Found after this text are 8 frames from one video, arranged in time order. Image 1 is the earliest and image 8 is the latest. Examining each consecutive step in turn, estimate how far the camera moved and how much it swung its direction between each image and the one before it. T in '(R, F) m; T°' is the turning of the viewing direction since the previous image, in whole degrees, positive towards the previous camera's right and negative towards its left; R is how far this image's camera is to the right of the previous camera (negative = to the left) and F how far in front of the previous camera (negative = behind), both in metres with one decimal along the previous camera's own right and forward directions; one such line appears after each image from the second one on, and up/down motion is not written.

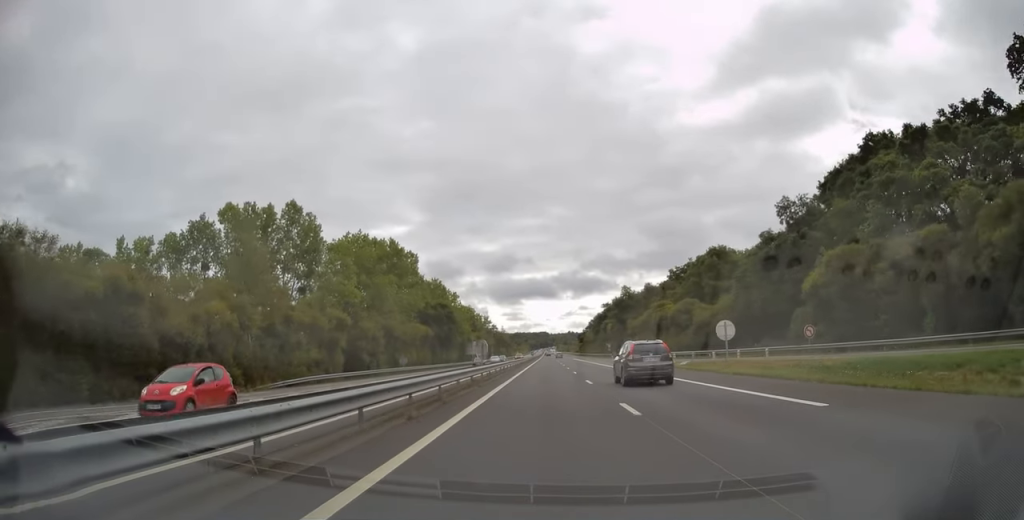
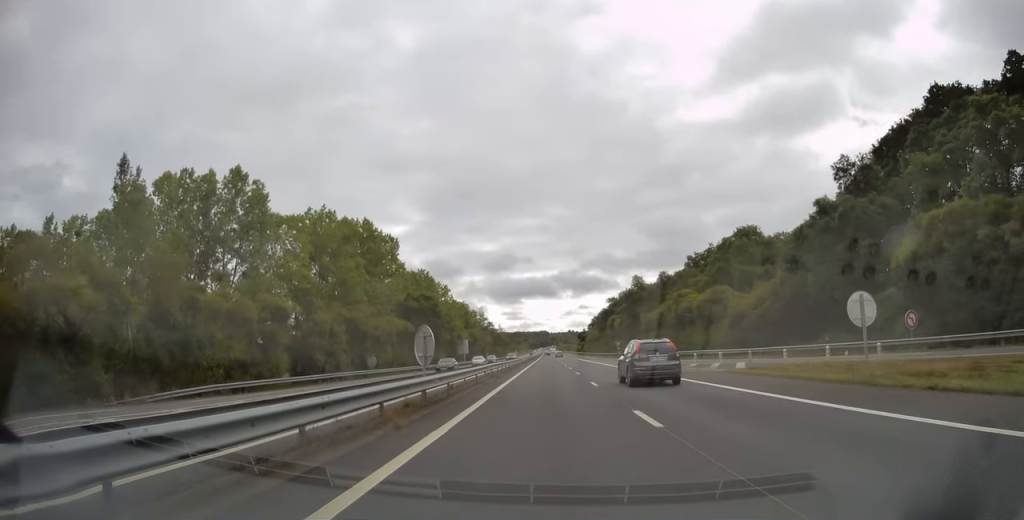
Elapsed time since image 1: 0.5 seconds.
(+0.1, +14.7) m; 0°
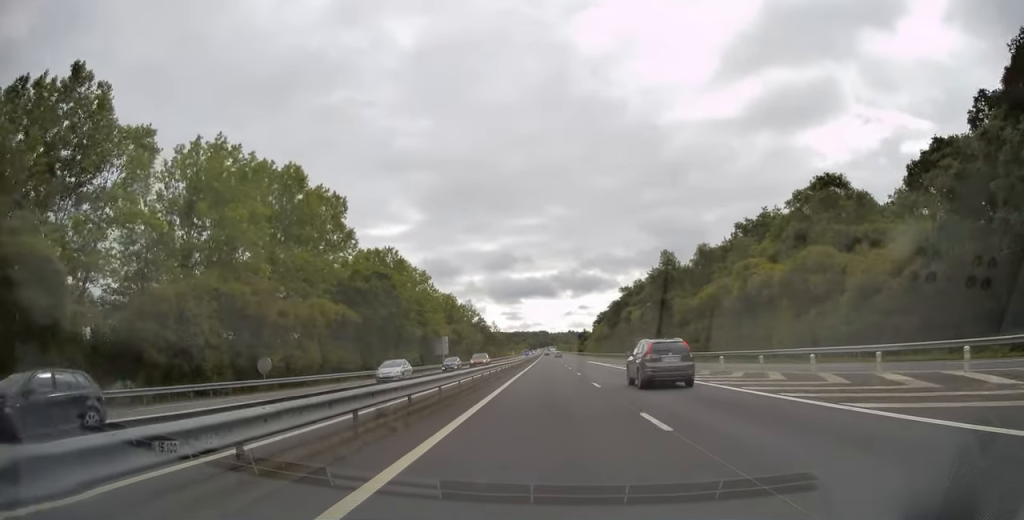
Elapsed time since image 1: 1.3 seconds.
(0.0, +25.7) m; 0°
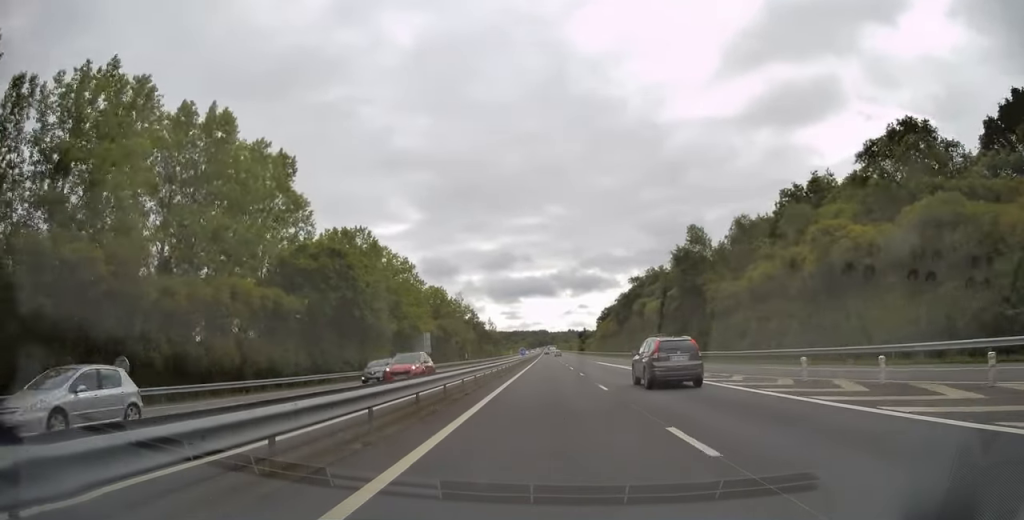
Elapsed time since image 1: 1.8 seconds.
(0.0, +15.3) m; 0°
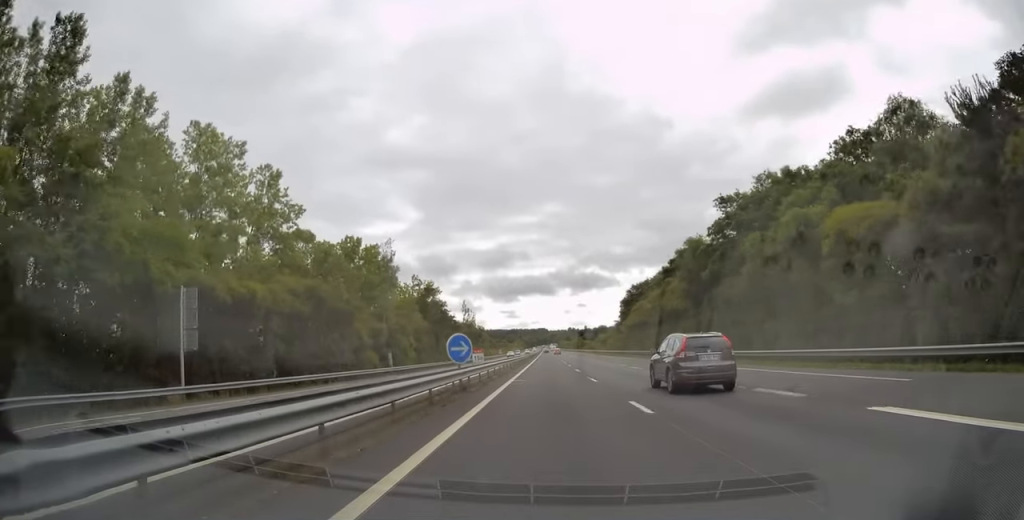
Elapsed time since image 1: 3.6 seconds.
(0.0, +58.4) m; 0°
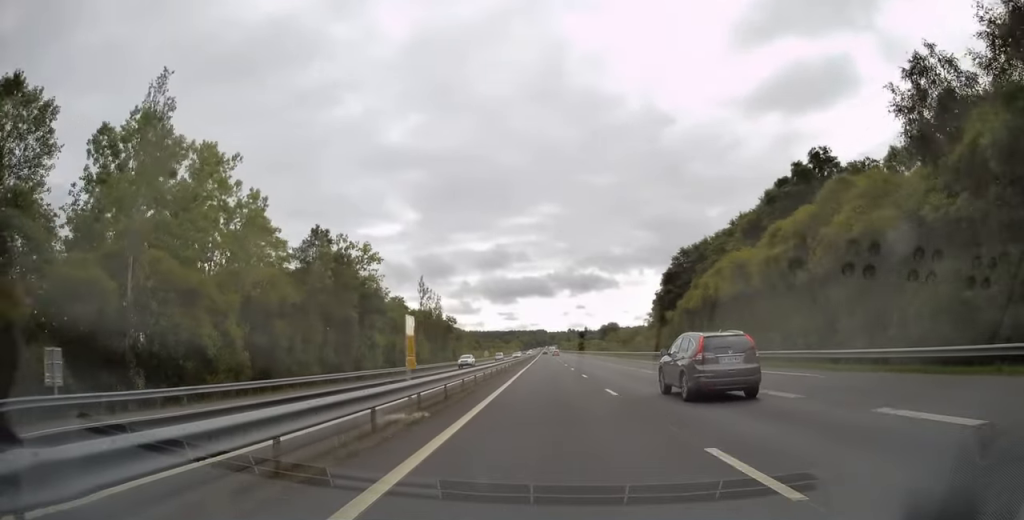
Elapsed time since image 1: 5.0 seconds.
(-0.1, +45.3) m; 0°
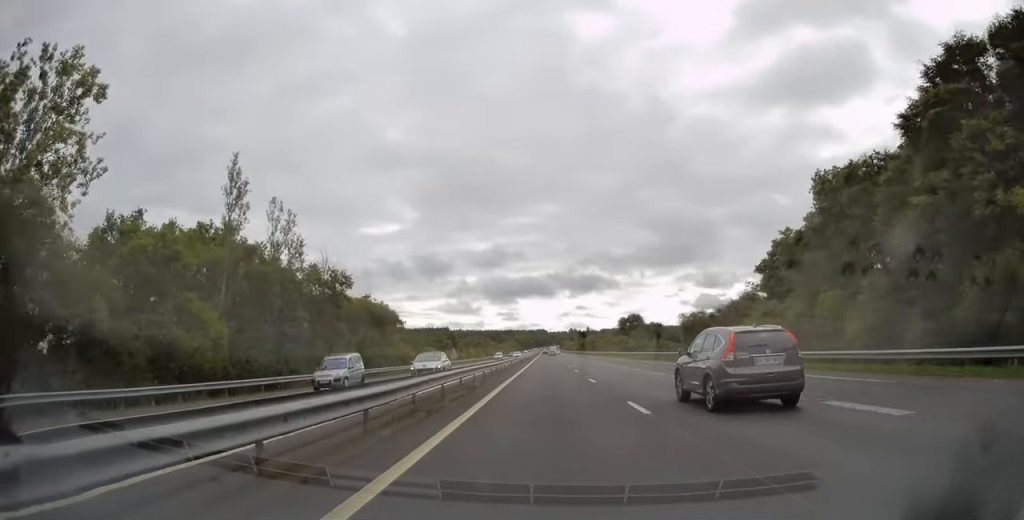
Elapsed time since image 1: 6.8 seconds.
(0.0, +56.3) m; 0°
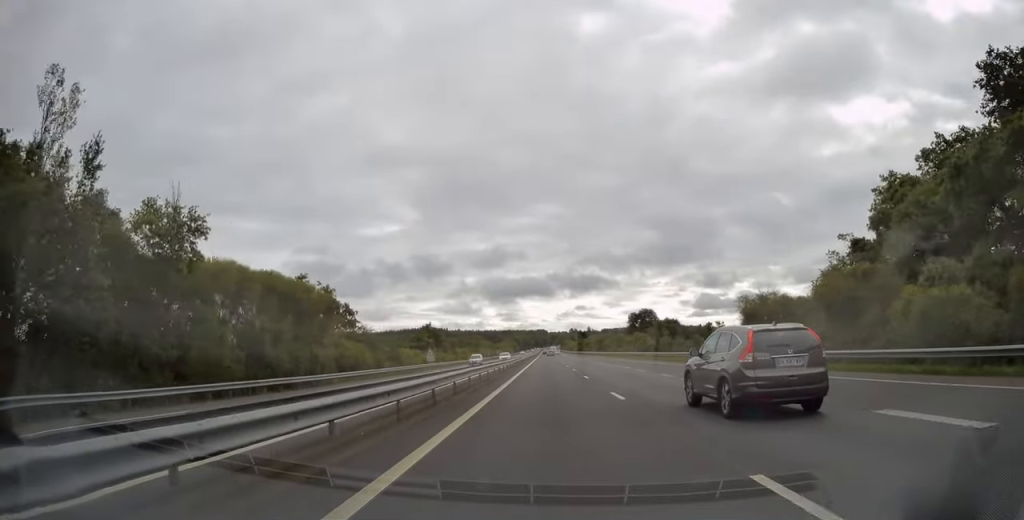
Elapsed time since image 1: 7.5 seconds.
(0.0, +21.6) m; 0°
